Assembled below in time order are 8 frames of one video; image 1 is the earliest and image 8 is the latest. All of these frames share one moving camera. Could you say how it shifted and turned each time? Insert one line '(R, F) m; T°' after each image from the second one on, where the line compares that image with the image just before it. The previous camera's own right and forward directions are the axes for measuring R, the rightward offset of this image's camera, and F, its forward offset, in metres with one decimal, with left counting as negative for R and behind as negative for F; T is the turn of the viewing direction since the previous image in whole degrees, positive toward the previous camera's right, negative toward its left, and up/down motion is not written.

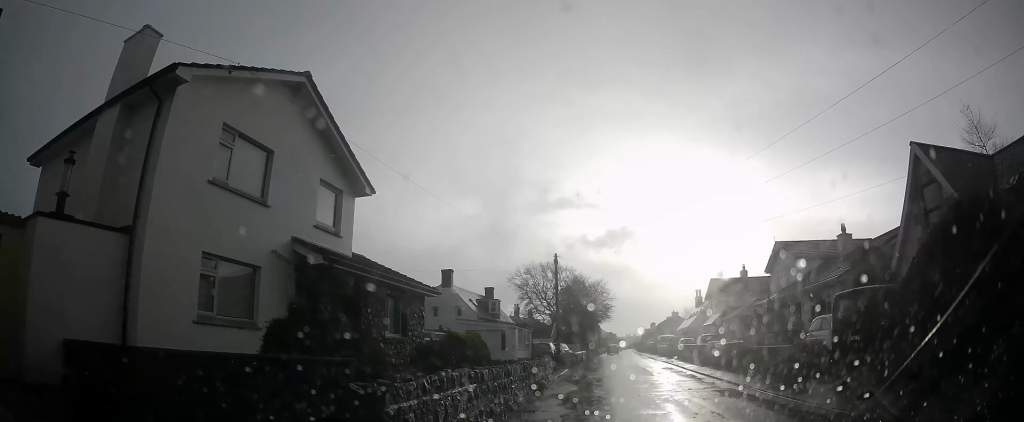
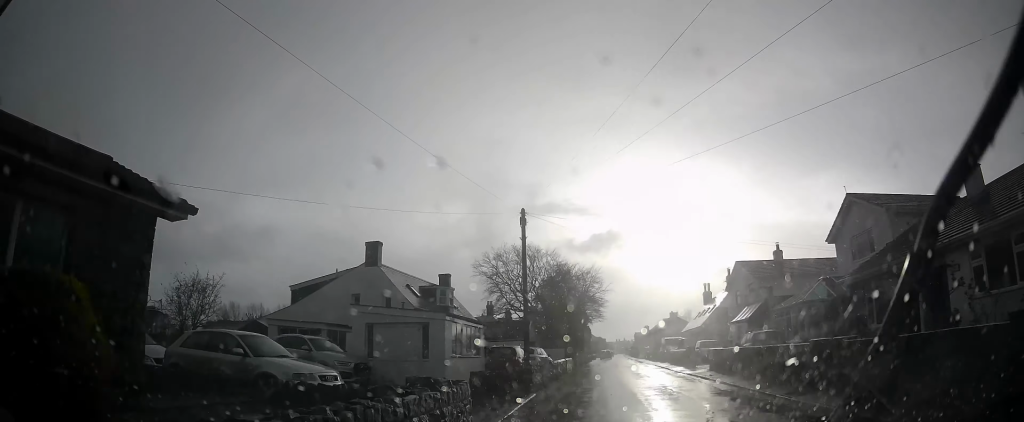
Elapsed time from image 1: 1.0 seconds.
(0.0, +11.3) m; 0°
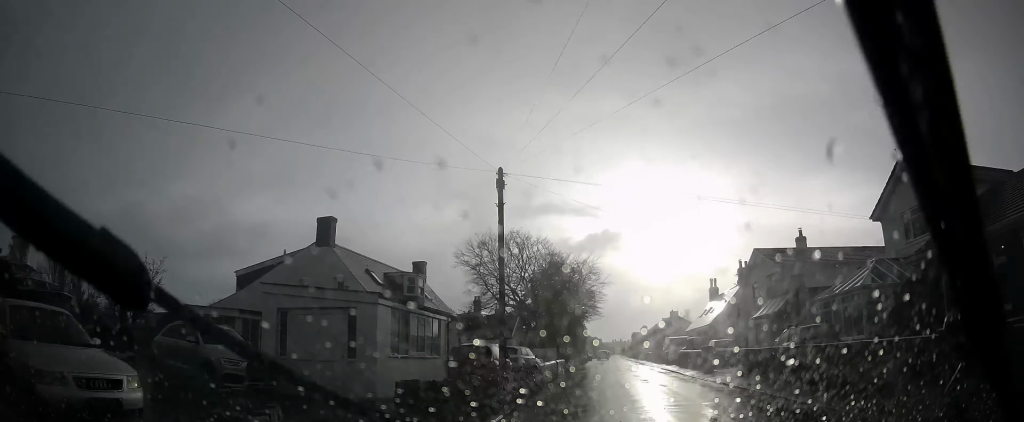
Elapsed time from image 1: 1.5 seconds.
(0.0, +4.8) m; 0°
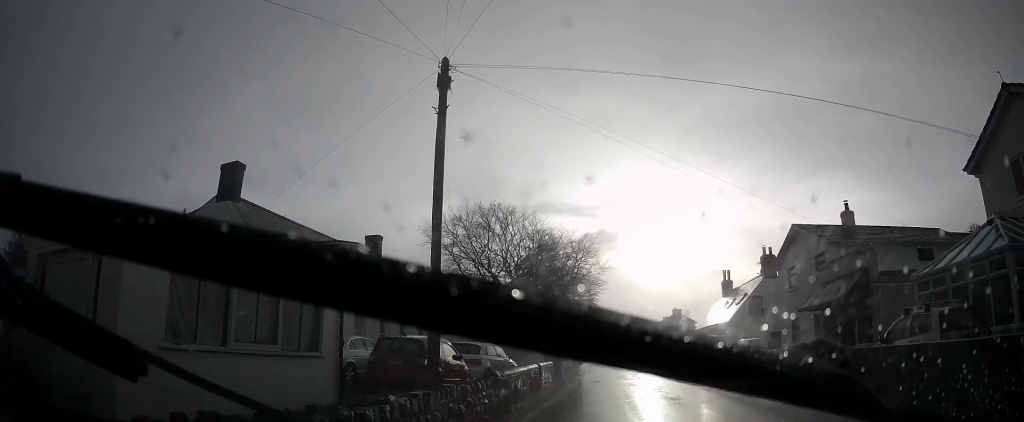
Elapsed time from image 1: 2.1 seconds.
(0.0, +6.7) m; 0°
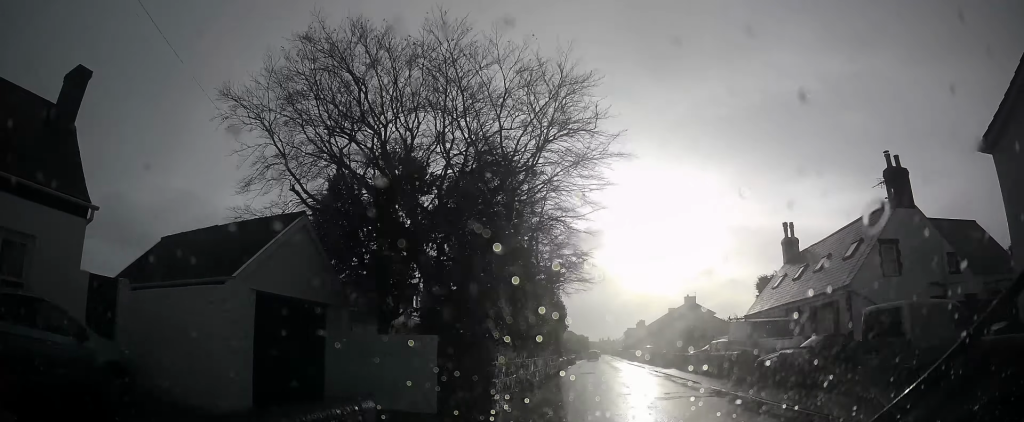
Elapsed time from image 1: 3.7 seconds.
(0.0, +17.9) m; 0°
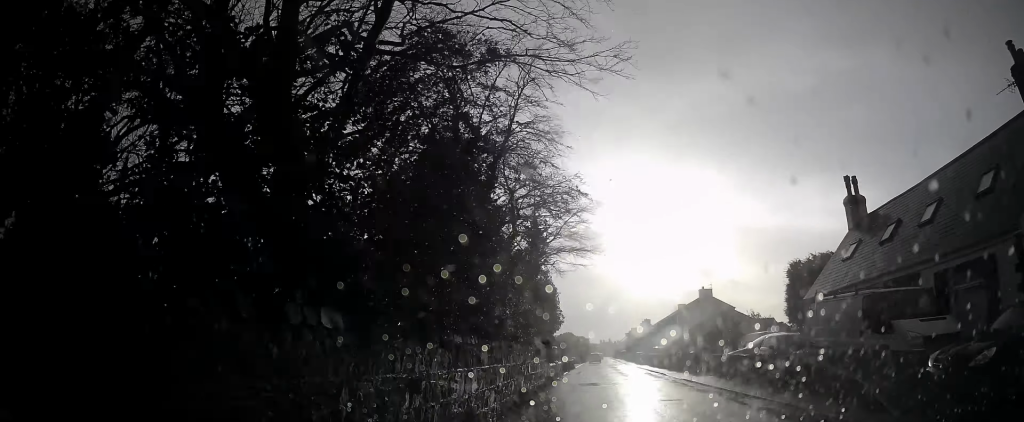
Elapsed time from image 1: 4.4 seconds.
(0.0, +8.6) m; 0°
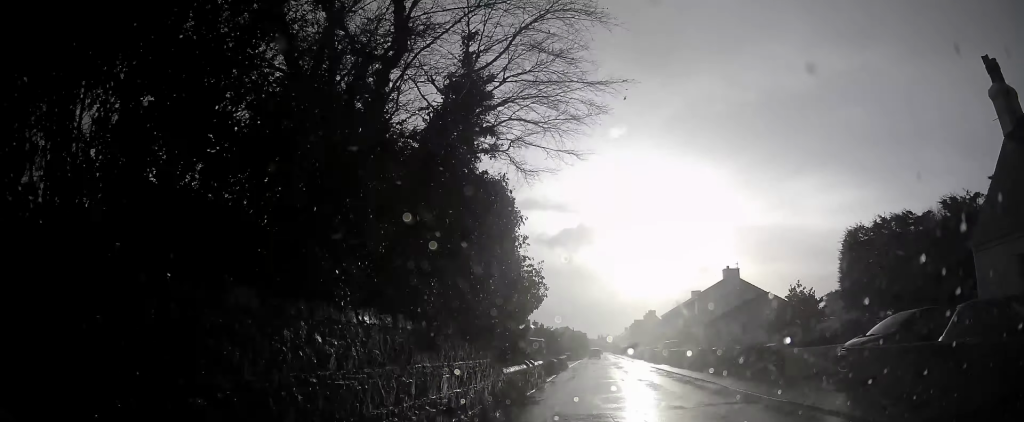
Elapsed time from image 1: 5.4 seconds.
(0.0, +11.2) m; +1°
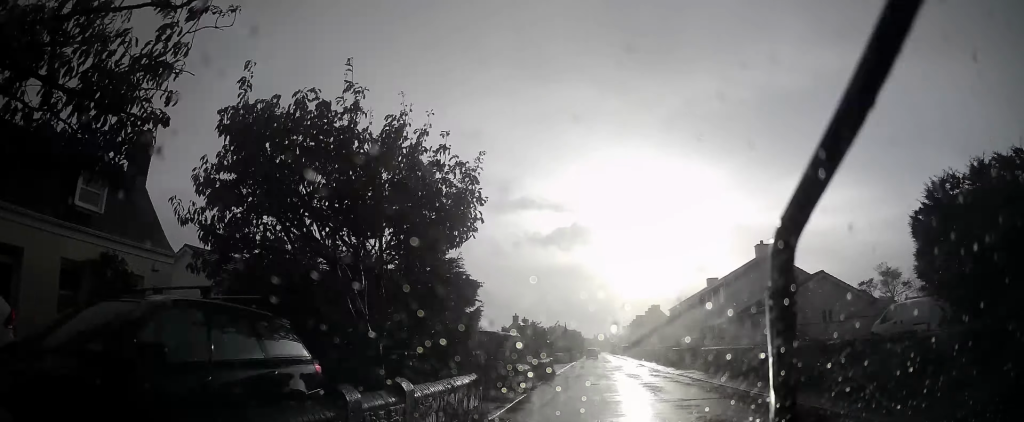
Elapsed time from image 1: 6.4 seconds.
(+0.2, +10.5) m; 0°
